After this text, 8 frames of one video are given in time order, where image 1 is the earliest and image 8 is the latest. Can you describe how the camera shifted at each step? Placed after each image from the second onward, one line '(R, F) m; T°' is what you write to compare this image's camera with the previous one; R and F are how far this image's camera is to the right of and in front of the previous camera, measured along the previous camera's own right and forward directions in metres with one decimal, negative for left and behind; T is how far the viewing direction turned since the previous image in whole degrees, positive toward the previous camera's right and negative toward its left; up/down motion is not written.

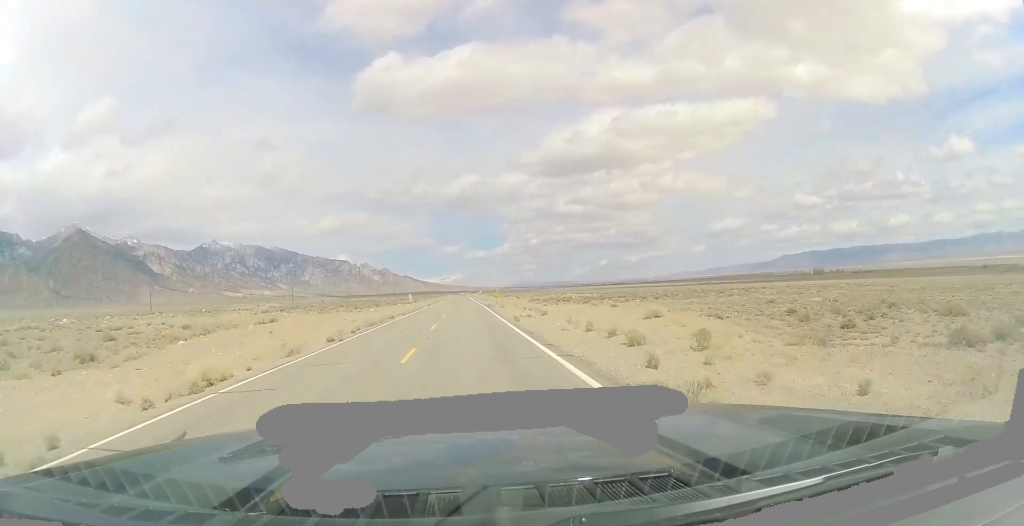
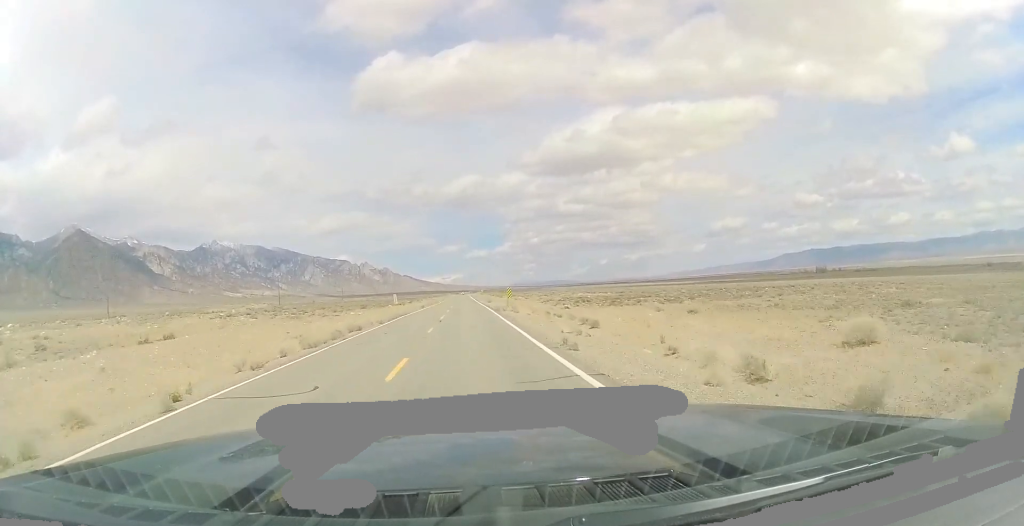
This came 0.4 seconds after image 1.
(-0.1, +14.8) m; 0°
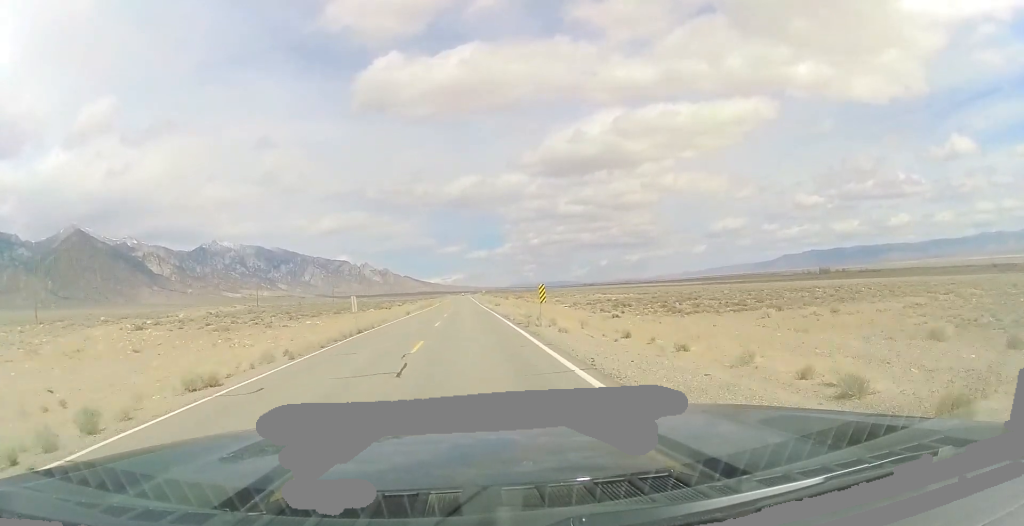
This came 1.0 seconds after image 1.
(+0.2, +19.2) m; 0°
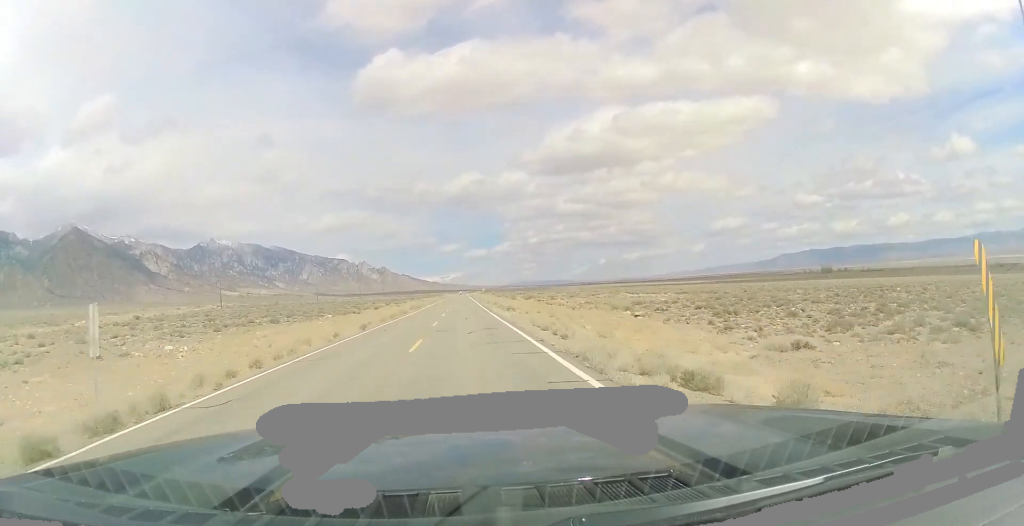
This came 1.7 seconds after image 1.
(+0.1, +23.7) m; 0°
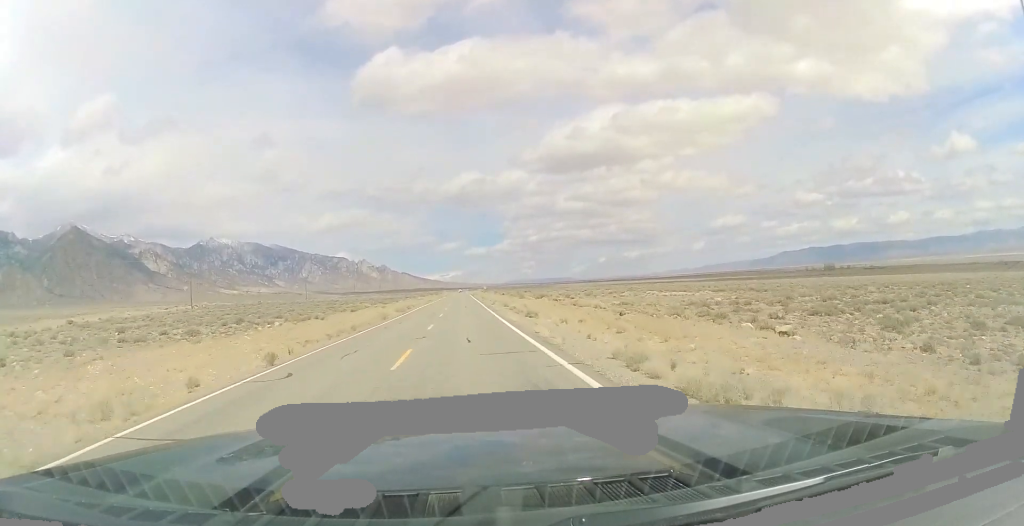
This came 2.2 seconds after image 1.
(-0.1, +15.8) m; 0°
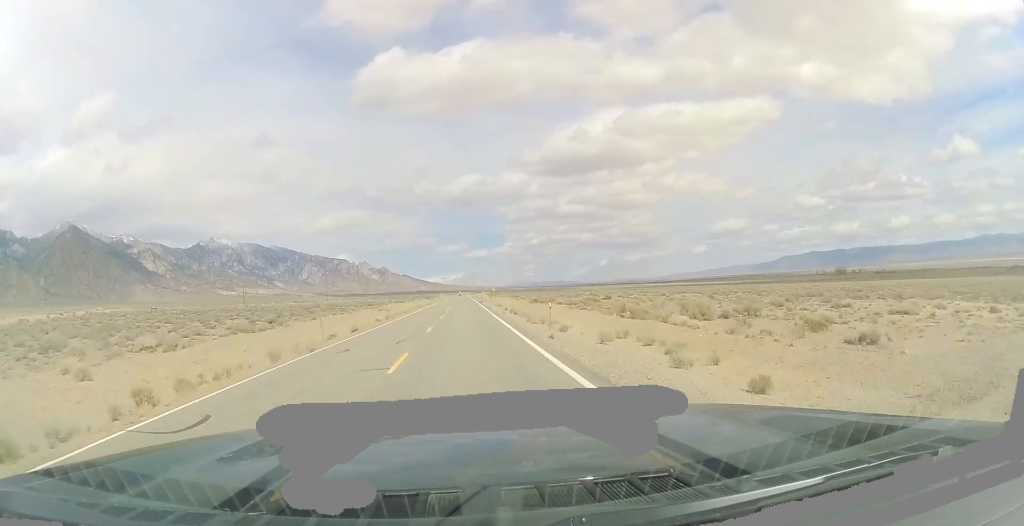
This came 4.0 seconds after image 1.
(-0.3, +61.8) m; 0°
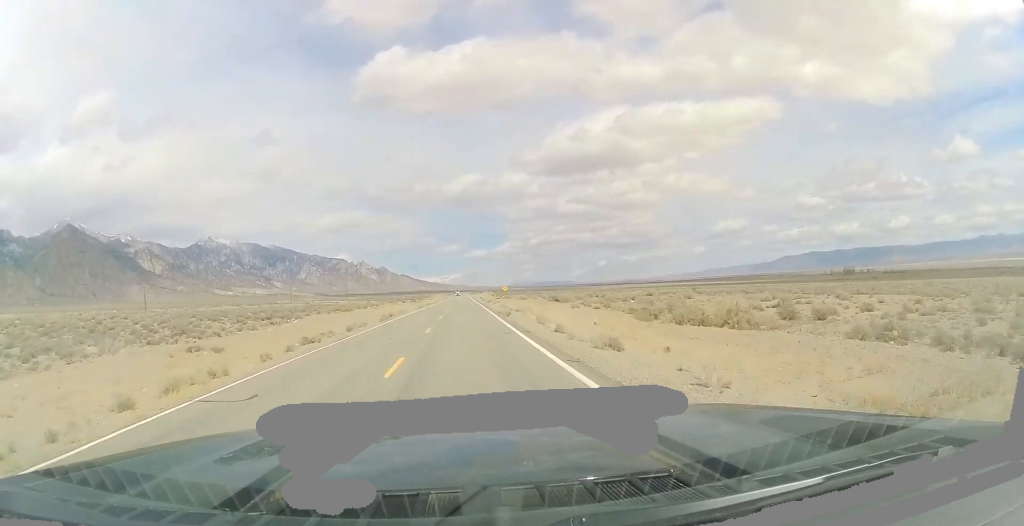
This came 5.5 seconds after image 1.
(+0.4, +49.8) m; +1°
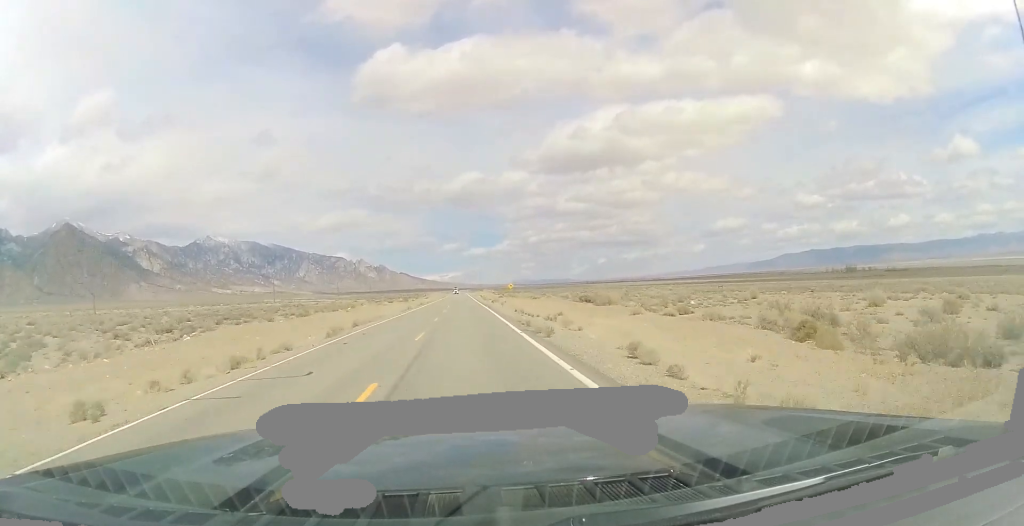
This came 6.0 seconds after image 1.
(0.0, +16.4) m; 0°
